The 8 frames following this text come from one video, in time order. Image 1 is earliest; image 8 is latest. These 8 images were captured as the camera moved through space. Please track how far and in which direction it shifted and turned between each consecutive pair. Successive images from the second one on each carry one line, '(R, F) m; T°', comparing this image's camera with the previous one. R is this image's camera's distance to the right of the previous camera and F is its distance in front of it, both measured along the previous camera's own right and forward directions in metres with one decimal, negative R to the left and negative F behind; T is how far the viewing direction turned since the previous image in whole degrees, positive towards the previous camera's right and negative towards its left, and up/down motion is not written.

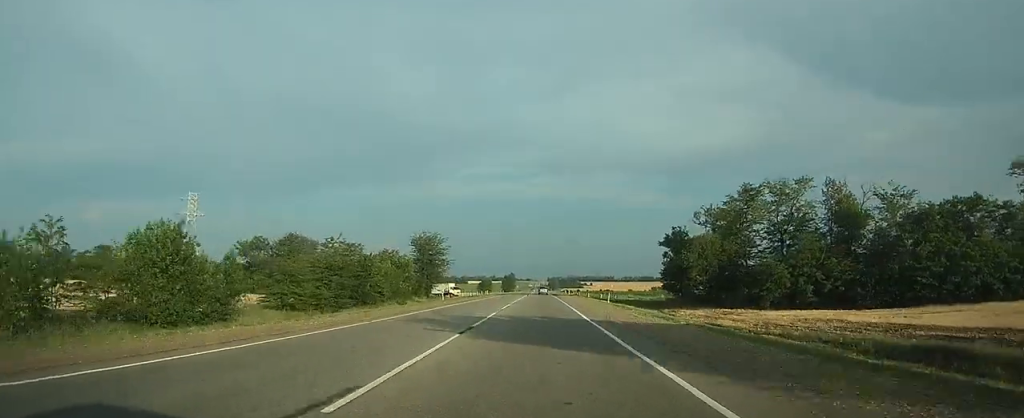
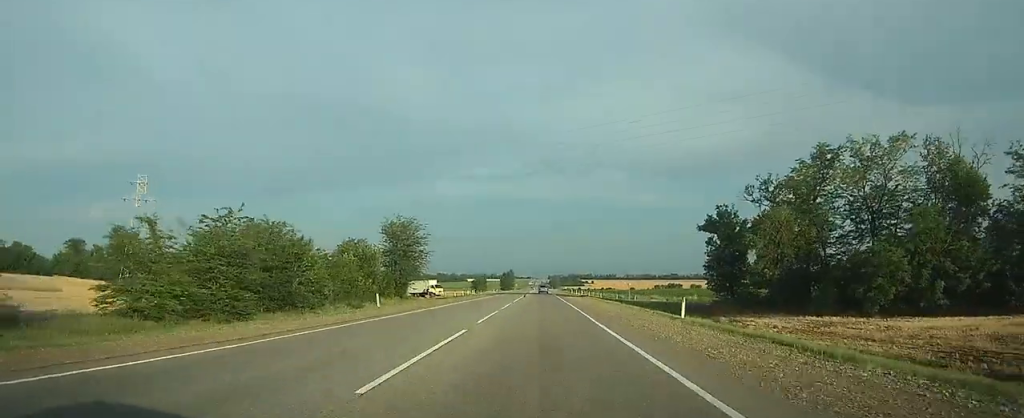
(0.0, +22.8) m; 0°
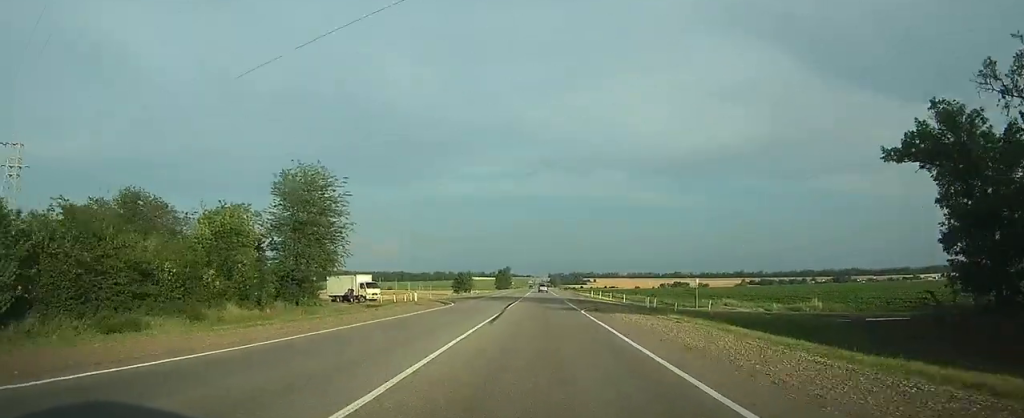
(0.0, +40.7) m; 0°
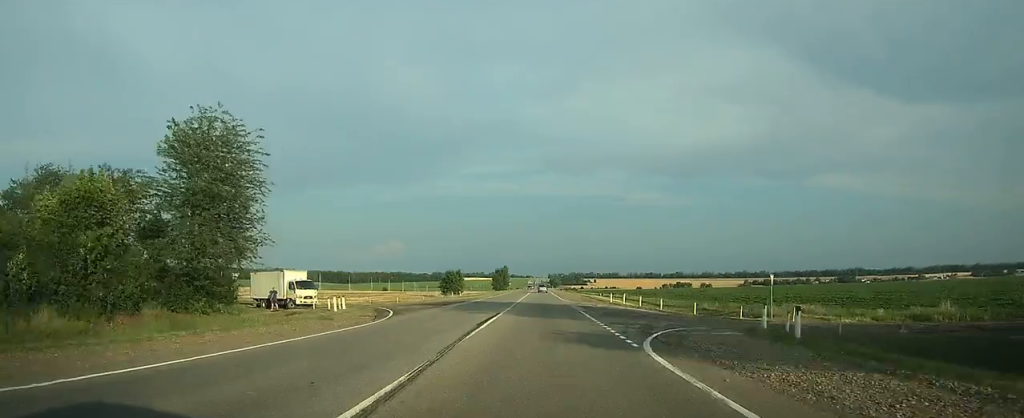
(0.0, +17.9) m; 0°
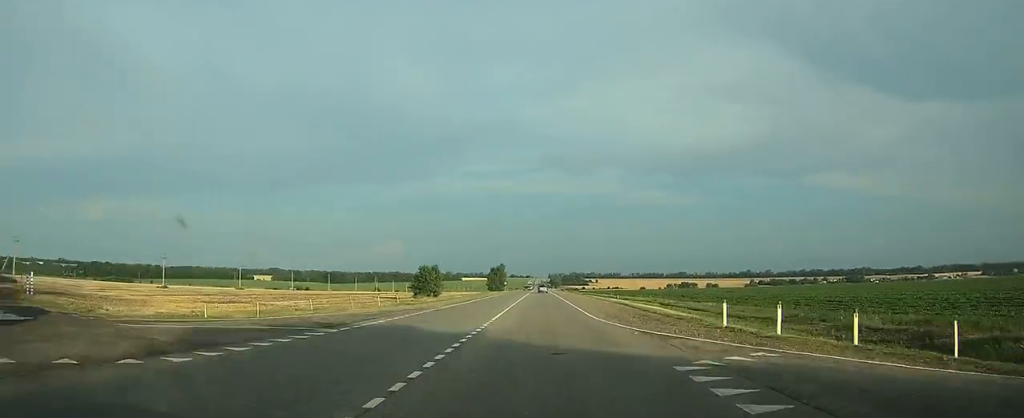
(0.0, +29.8) m; 0°
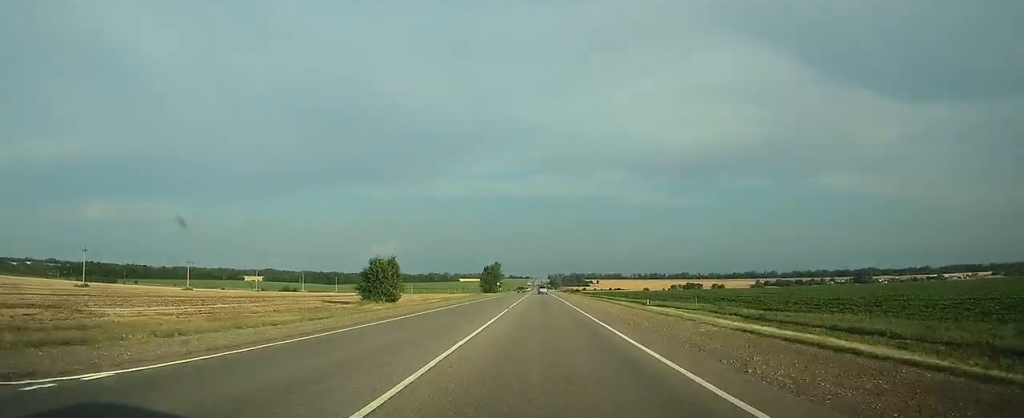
(0.0, +29.8) m; 0°
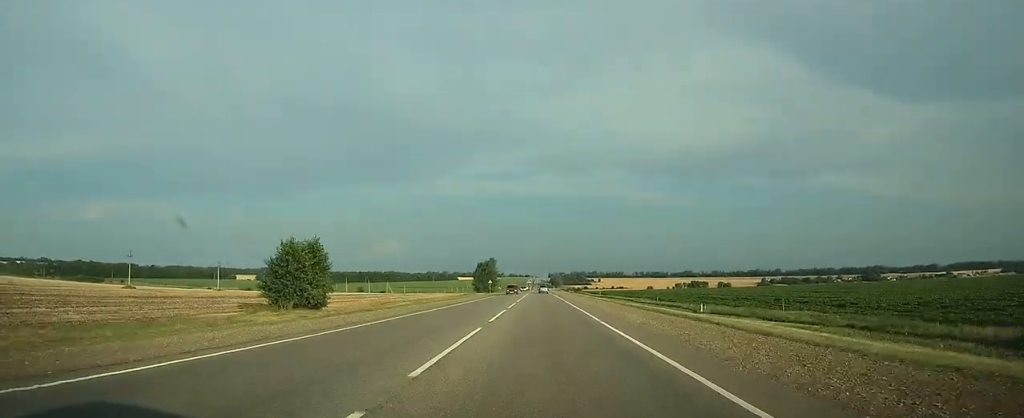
(0.0, +25.8) m; 0°
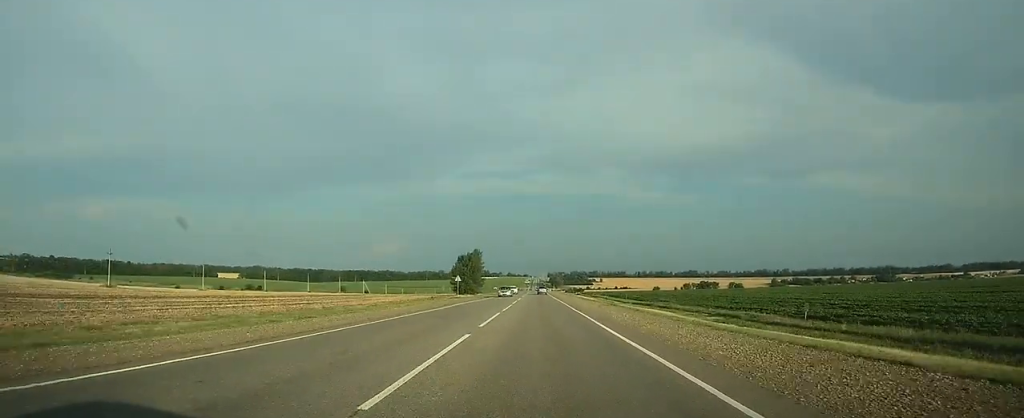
(0.0, +49.7) m; 0°
